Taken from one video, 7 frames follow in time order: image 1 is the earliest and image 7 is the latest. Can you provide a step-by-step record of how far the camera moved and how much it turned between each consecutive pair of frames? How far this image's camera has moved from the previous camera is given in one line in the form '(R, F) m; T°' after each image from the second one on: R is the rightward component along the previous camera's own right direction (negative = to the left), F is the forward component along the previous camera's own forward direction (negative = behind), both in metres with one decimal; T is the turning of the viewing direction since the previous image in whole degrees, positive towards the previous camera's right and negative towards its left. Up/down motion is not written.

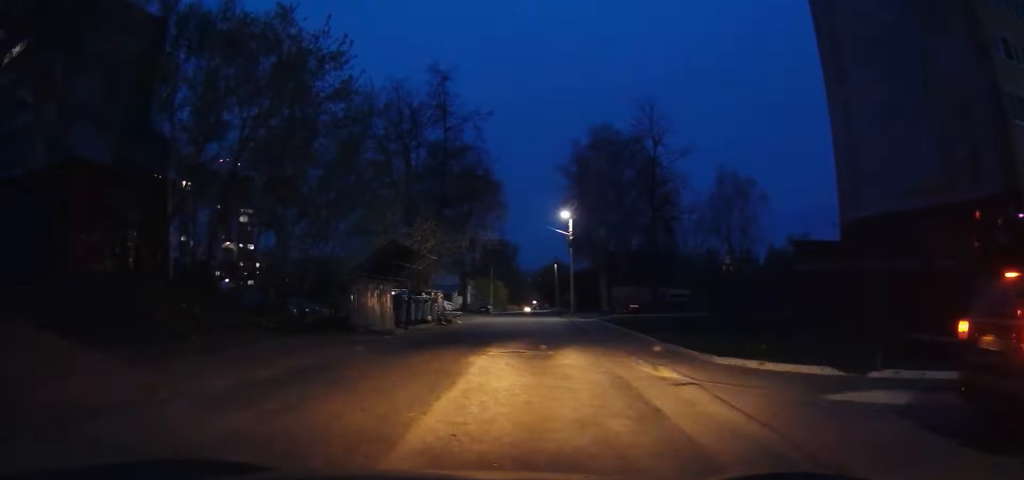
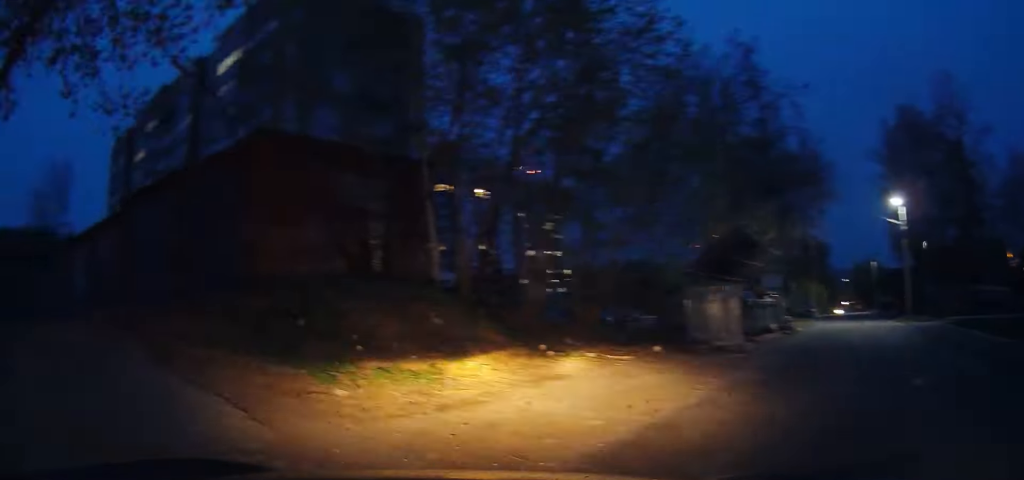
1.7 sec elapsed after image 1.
(-2.0, +4.1) m; -18°
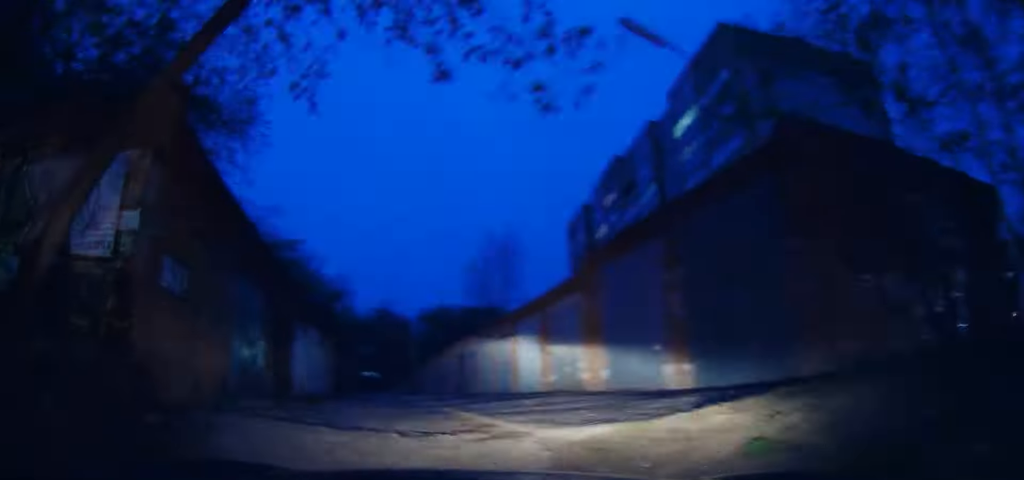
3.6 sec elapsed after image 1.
(-0.7, +4.9) m; -20°
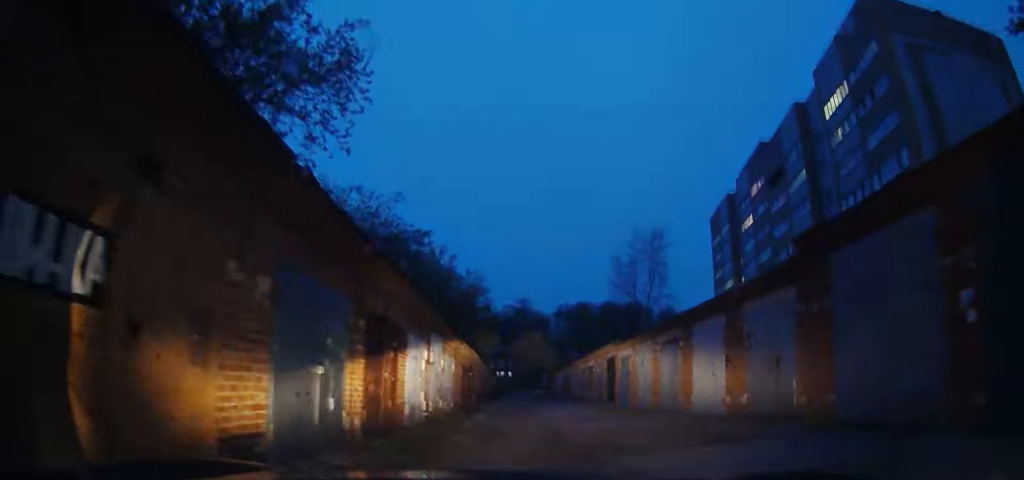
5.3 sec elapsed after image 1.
(-1.0, +5.2) m; -8°
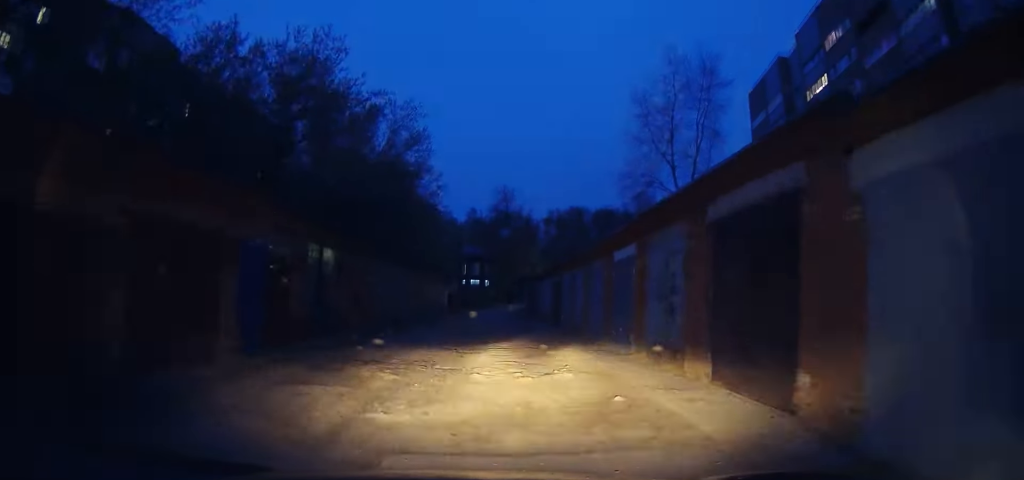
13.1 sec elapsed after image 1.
(-5.0, +24.6) m; -11°
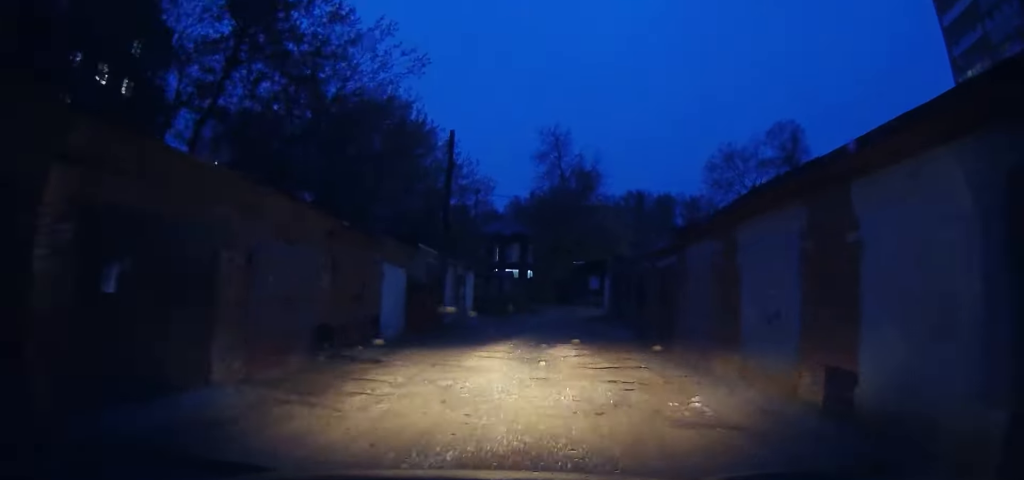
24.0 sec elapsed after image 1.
(+1.0, +34.7) m; 0°
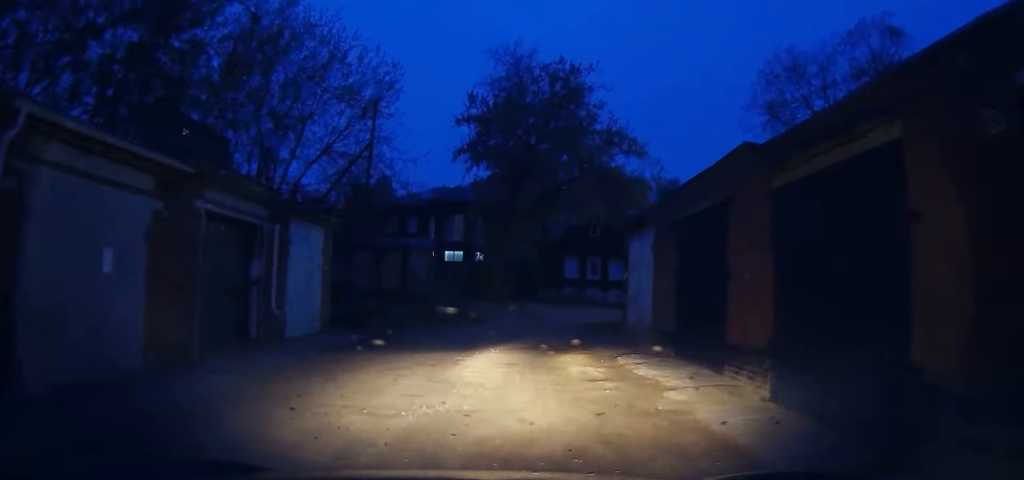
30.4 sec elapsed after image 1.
(-0.8, +19.1) m; 0°
